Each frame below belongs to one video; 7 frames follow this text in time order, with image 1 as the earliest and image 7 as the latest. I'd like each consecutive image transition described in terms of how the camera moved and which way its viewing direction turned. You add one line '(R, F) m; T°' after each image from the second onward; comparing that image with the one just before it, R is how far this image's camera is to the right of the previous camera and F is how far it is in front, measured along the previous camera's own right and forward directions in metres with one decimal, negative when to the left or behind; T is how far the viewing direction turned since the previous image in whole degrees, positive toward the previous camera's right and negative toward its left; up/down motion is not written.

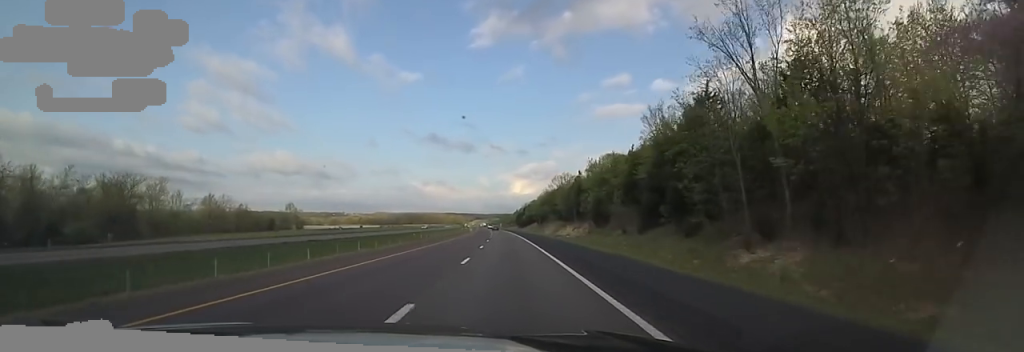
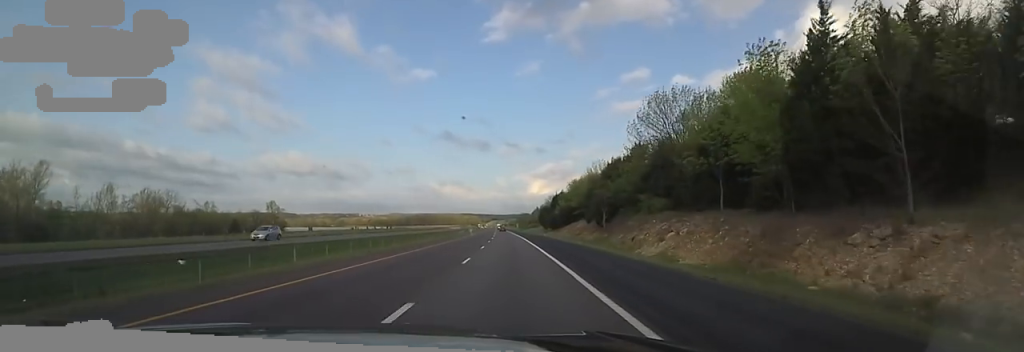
(-2.7, +60.8) m; -3°
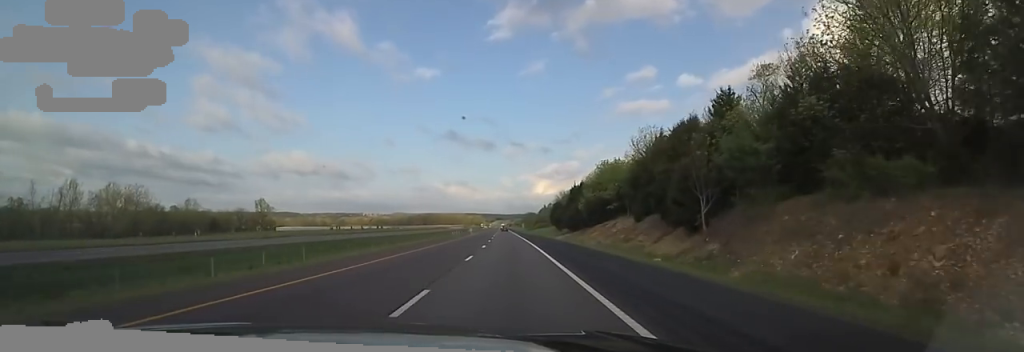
(0.0, +22.5) m; 0°
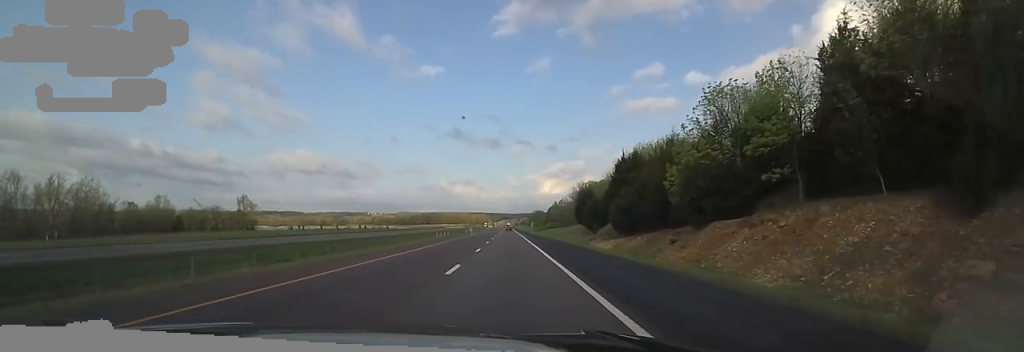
(+0.1, +29.6) m; 0°
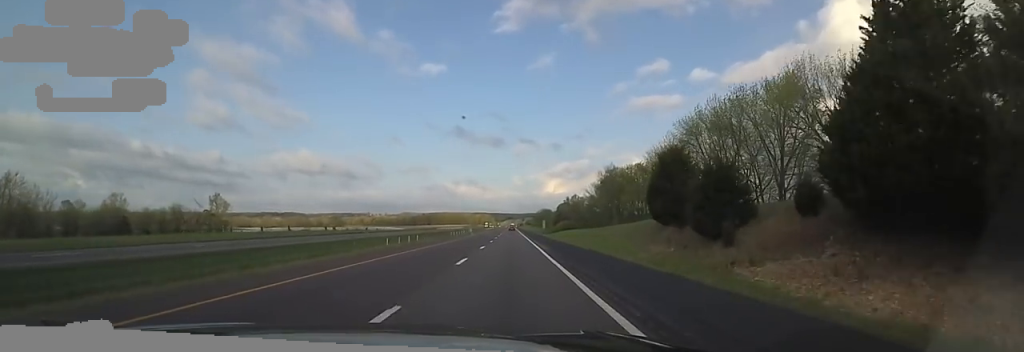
(-0.1, +33.1) m; 0°
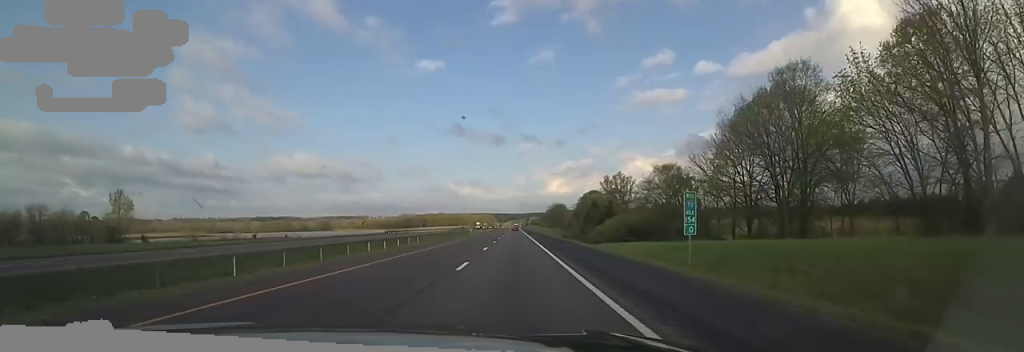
(-2.7, +75.5) m; -2°
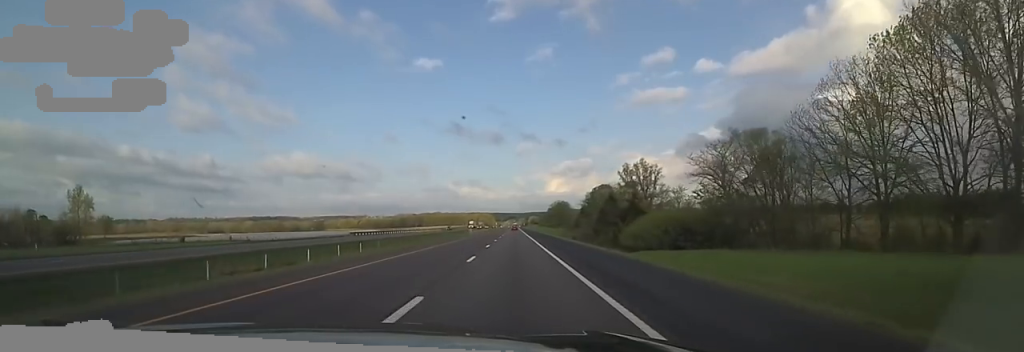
(+0.8, +21.3) m; 0°
